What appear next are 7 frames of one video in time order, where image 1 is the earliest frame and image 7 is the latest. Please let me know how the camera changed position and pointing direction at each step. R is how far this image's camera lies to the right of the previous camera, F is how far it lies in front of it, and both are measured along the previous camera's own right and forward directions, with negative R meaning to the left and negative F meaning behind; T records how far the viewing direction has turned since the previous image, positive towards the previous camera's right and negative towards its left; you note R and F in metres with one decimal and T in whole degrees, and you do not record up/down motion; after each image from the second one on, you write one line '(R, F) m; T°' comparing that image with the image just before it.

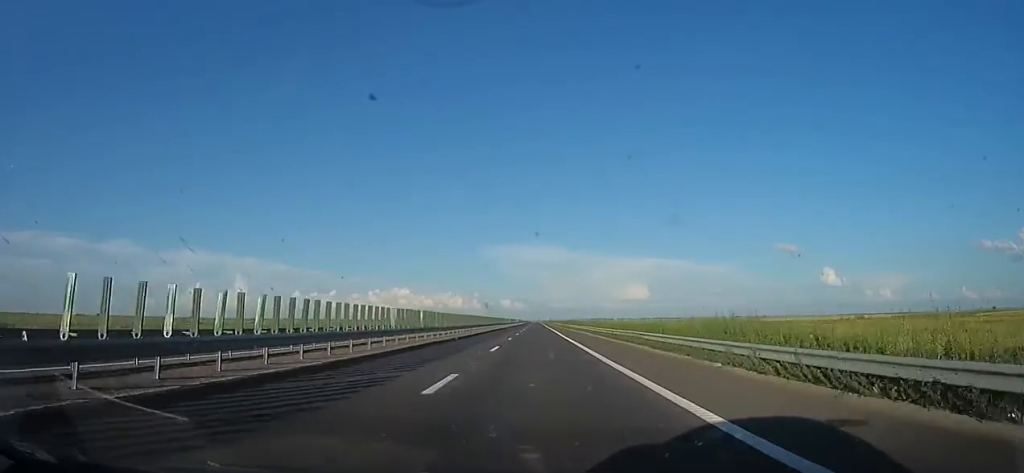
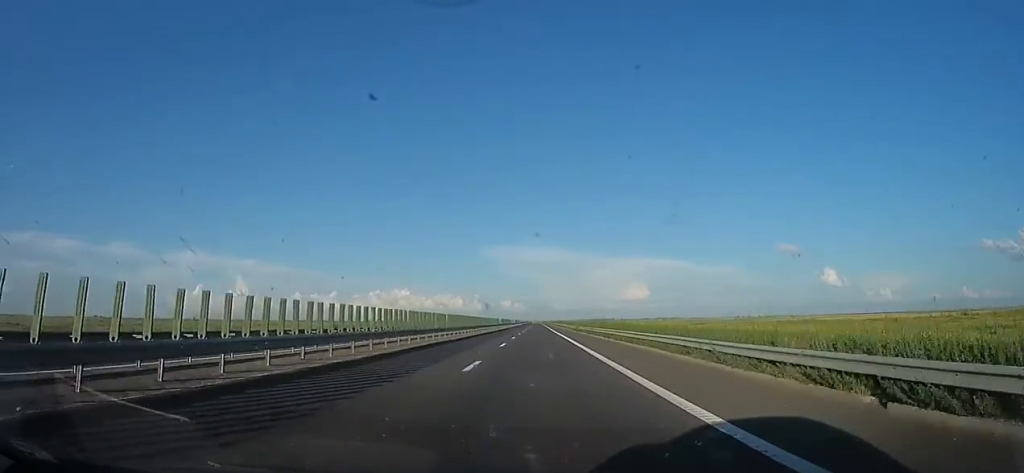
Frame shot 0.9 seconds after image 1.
(0.0, +31.8) m; +2°
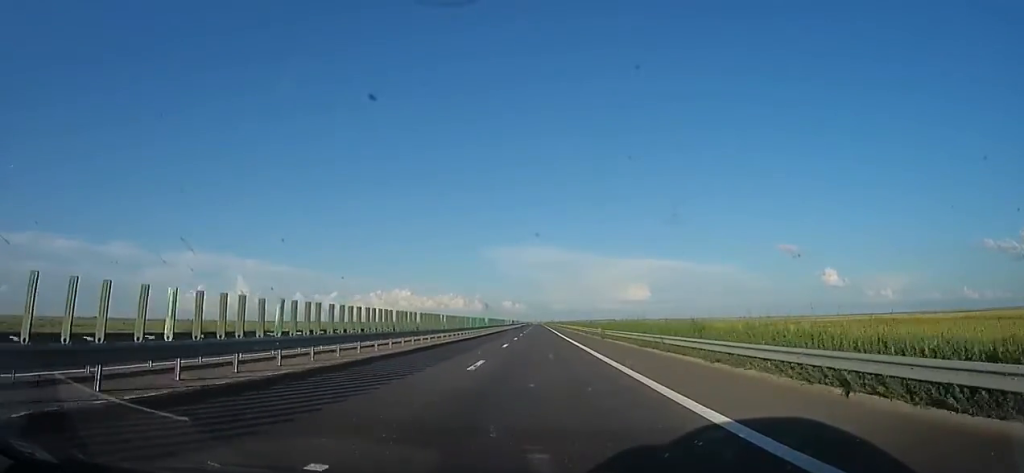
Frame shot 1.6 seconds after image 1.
(+0.7, +23.5) m; 0°
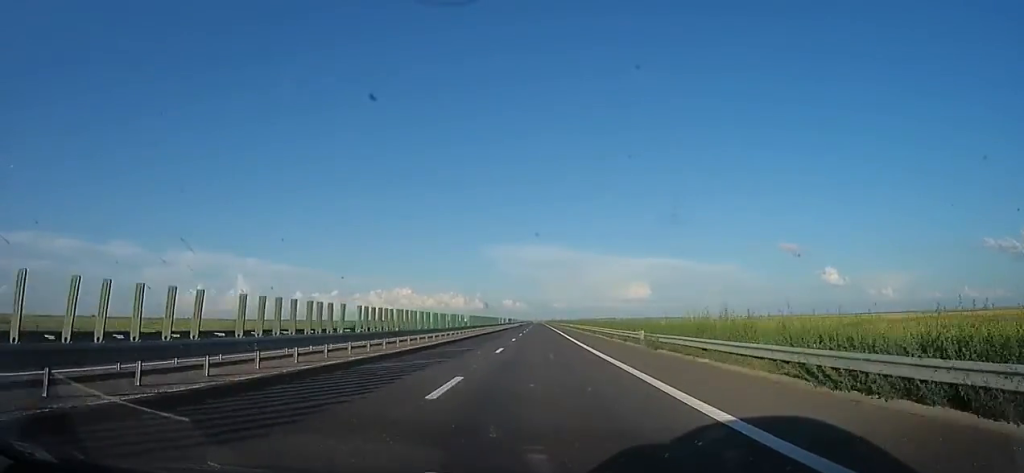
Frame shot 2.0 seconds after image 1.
(+0.7, +17.0) m; 0°
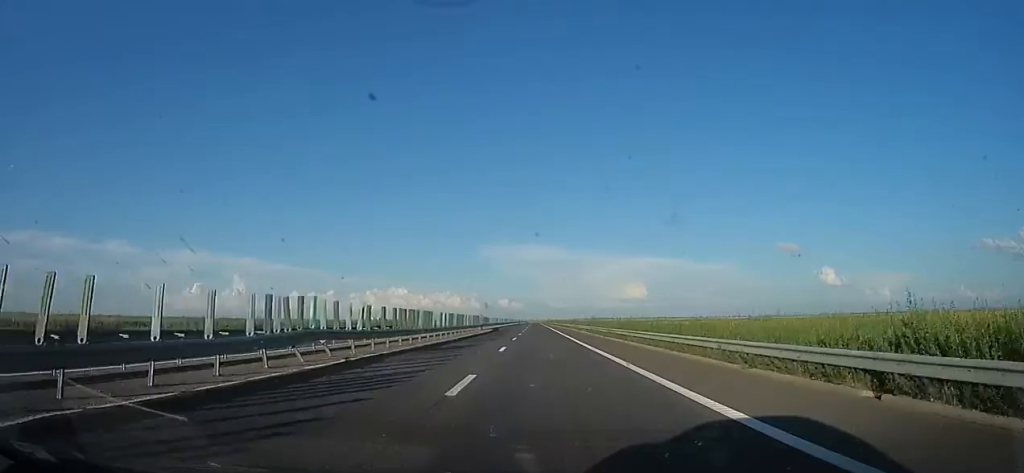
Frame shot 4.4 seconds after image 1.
(-3.6, +84.2) m; -1°
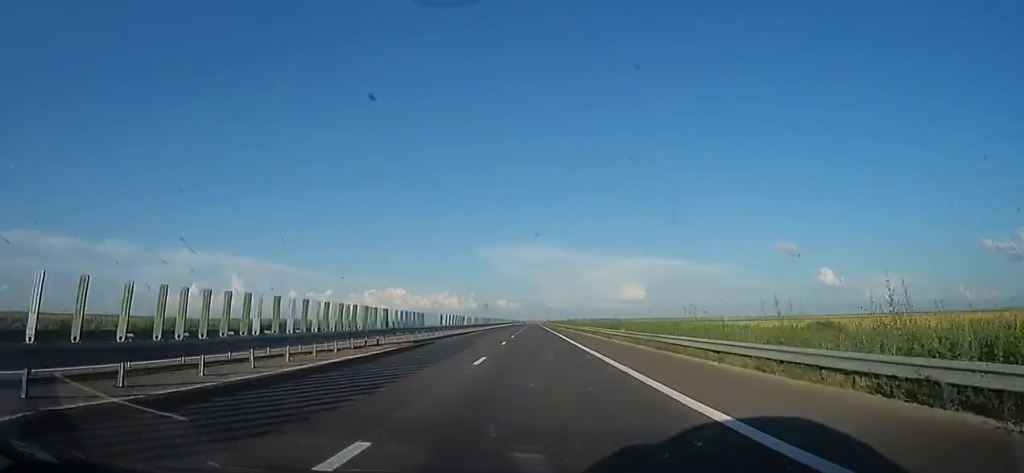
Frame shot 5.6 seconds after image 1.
(+1.1, +42.4) m; +2°
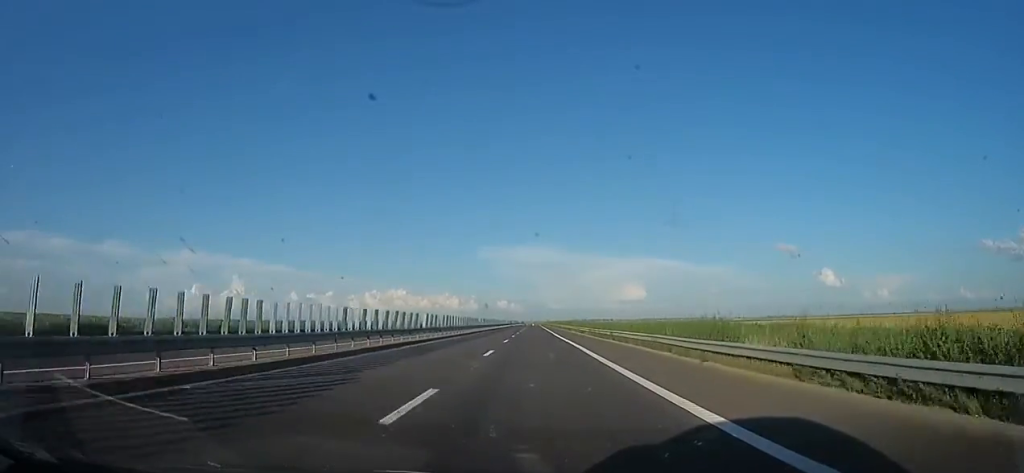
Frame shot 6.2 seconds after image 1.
(+0.4, +20.1) m; 0°
